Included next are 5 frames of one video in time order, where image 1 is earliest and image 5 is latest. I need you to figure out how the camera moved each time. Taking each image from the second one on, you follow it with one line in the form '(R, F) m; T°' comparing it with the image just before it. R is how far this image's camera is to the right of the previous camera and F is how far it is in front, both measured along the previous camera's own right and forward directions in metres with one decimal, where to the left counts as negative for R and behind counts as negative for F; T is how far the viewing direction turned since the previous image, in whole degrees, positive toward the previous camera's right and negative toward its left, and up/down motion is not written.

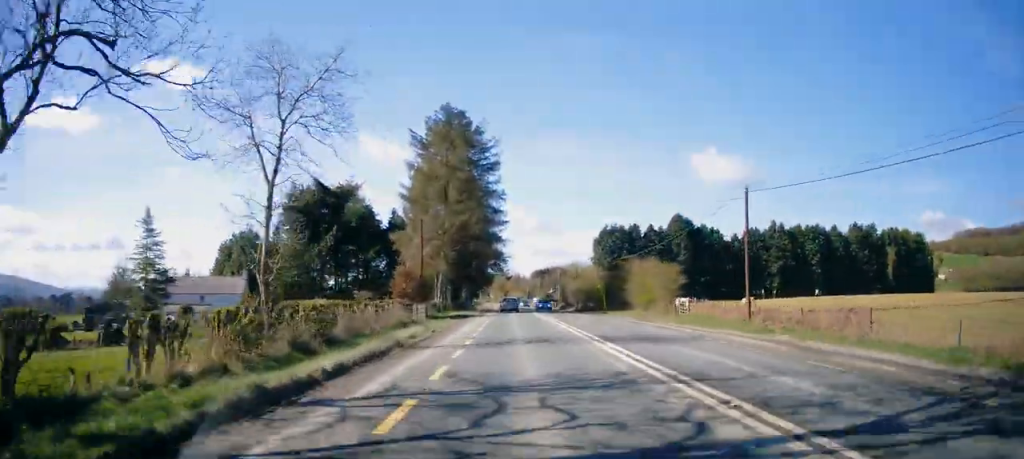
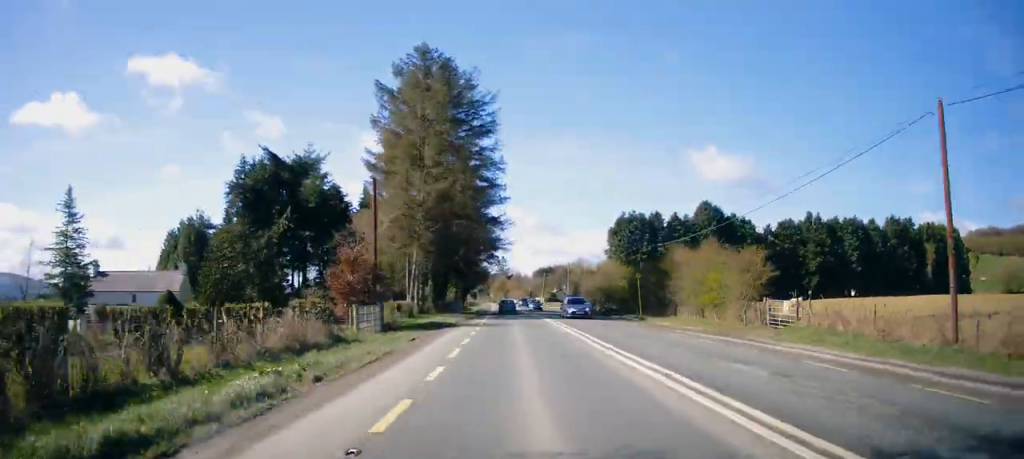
(+0.3, +15.6) m; 0°
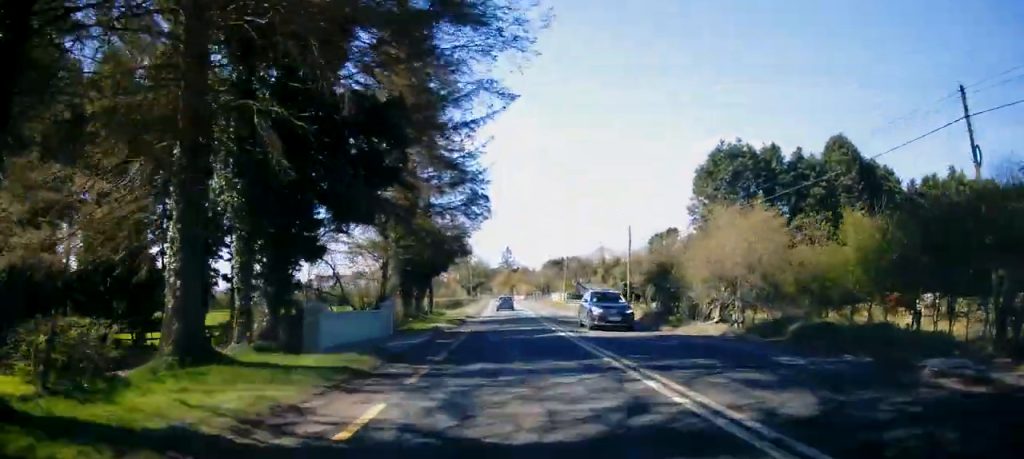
(-0.6, +39.8) m; -2°
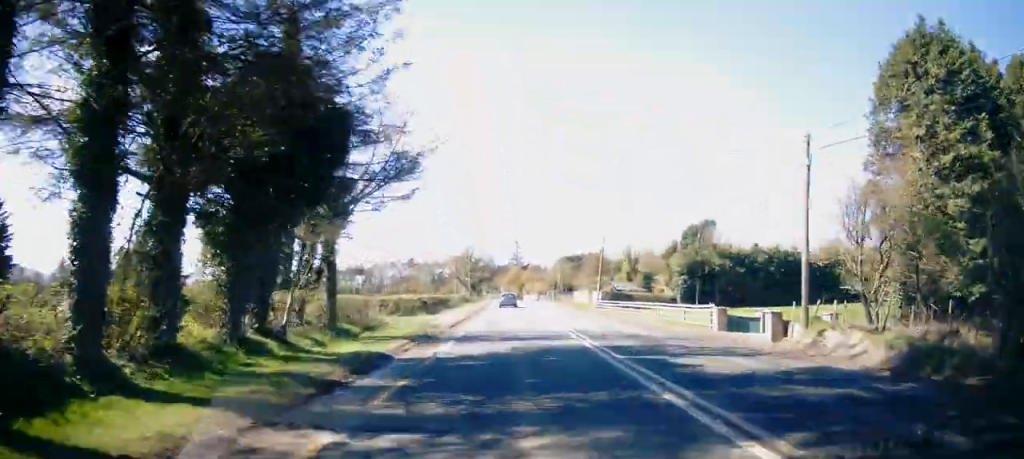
(0.0, +25.5) m; -1°
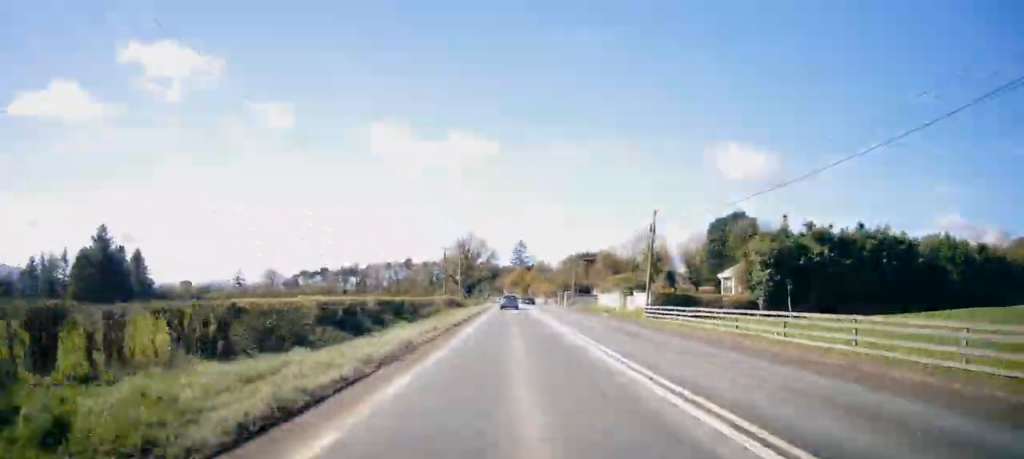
(-0.3, +18.9) m; -1°
